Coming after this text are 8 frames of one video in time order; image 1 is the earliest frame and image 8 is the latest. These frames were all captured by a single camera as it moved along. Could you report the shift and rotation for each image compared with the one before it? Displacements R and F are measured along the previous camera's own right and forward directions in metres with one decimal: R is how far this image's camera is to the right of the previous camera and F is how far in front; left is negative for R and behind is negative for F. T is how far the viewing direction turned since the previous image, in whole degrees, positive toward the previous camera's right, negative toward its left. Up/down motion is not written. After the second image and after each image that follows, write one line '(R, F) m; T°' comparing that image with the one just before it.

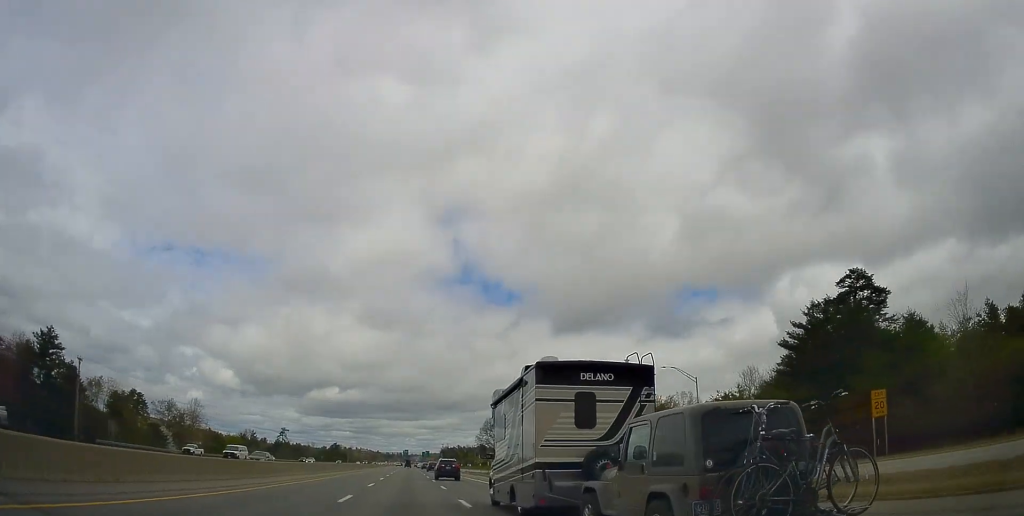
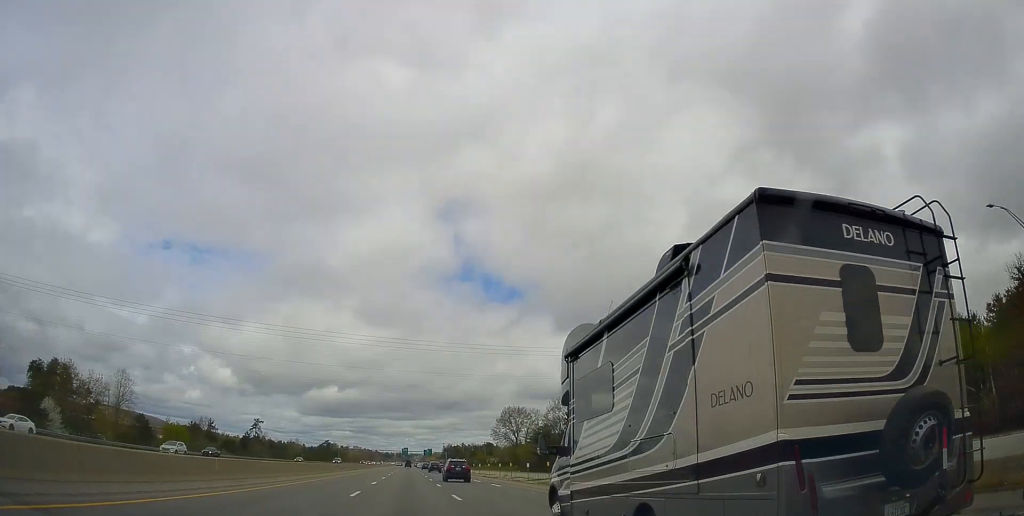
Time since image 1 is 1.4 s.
(0.0, +45.8) m; 0°
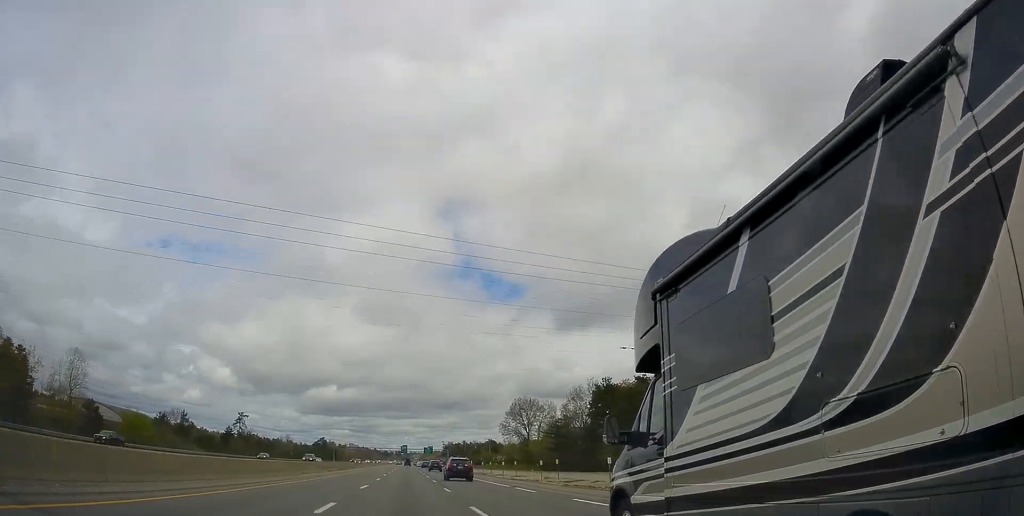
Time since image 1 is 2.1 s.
(0.0, +19.8) m; 0°
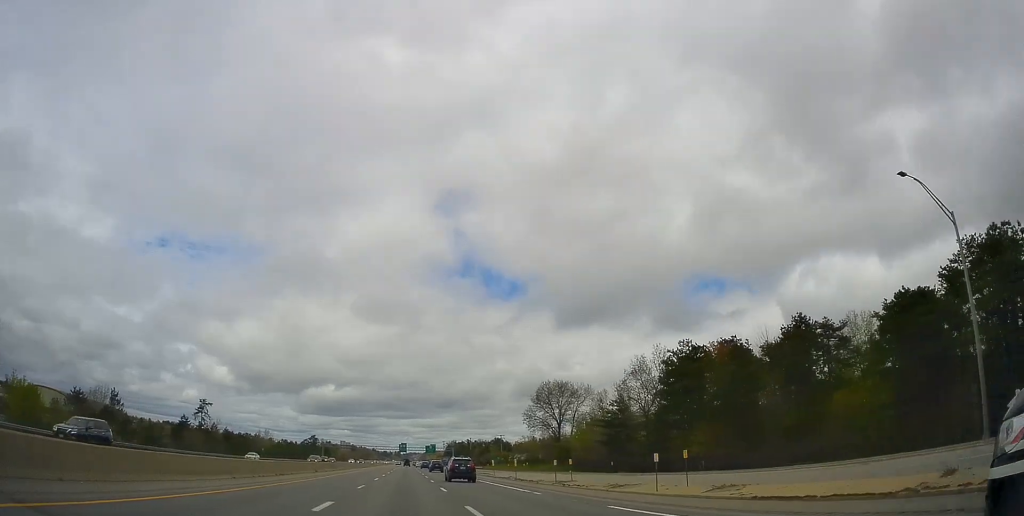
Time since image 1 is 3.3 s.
(+0.3, +37.0) m; 0°
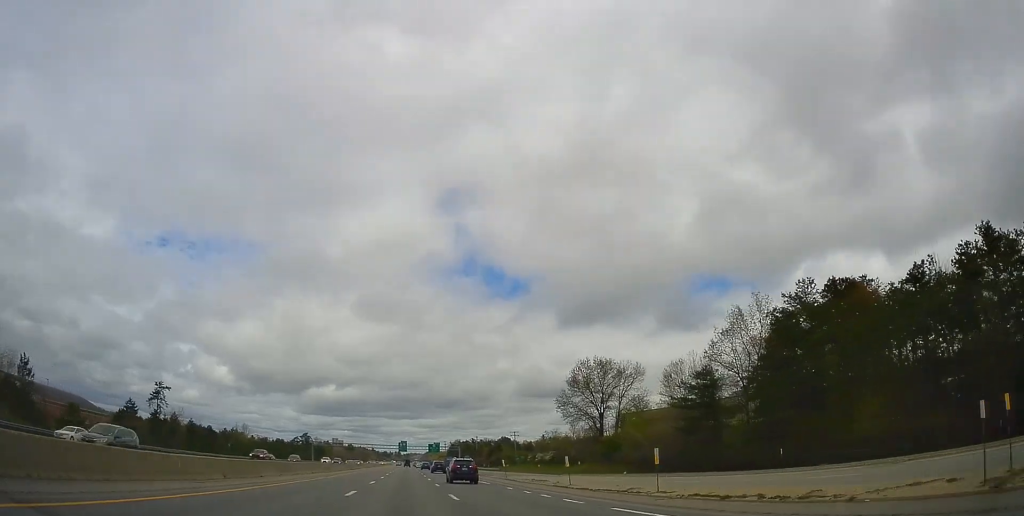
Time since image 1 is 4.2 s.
(0.0, +30.6) m; 0°
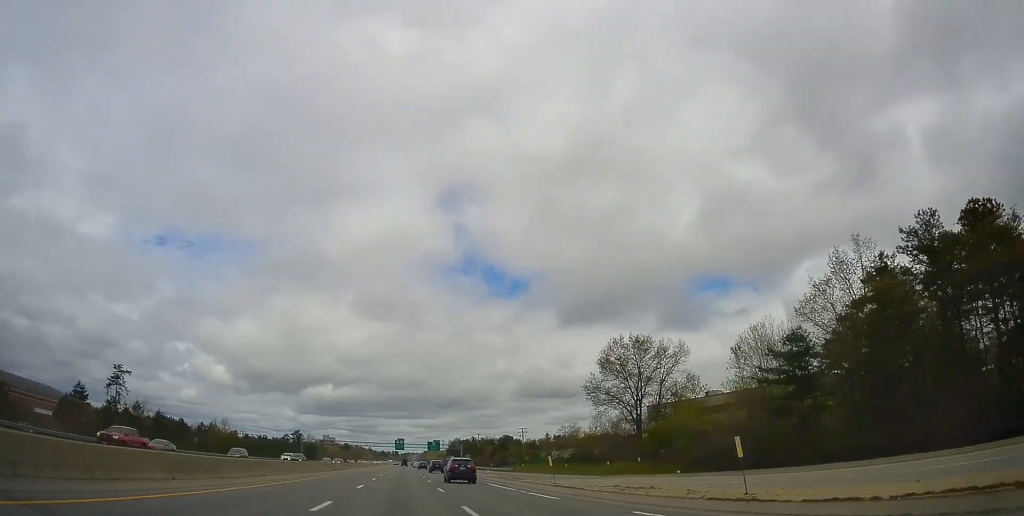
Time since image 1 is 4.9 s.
(-0.1, +19.6) m; 0°
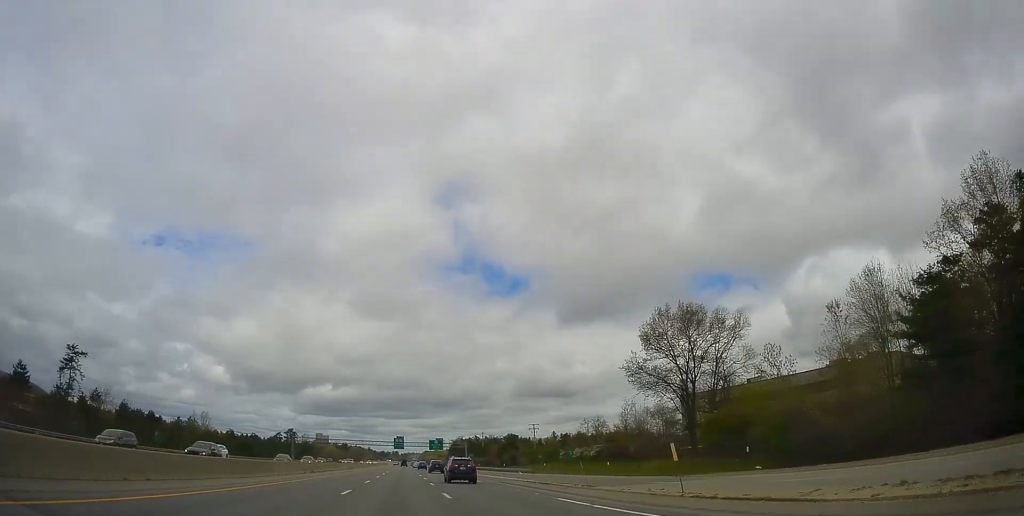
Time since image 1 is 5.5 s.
(+0.3, +17.9) m; 0°
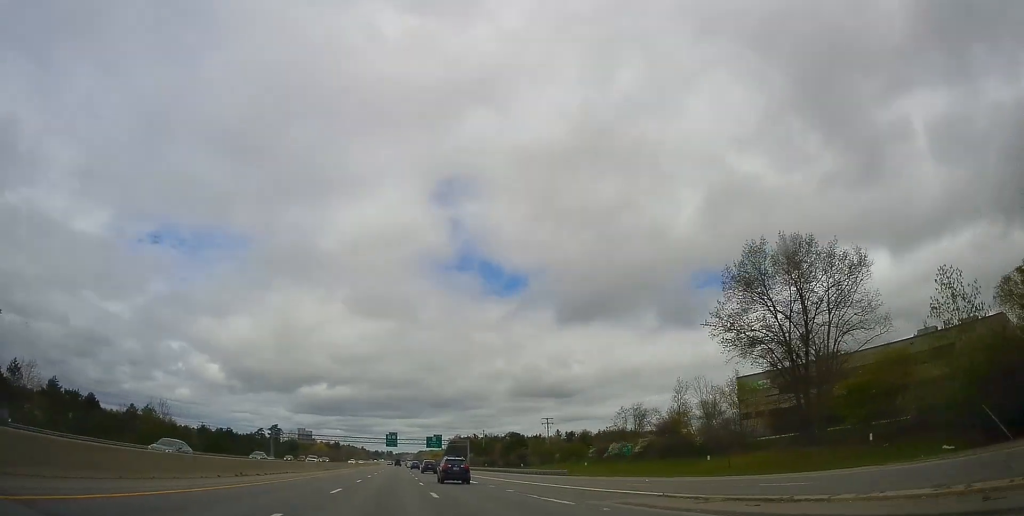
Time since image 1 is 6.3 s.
(-0.3, +24.5) m; -1°
